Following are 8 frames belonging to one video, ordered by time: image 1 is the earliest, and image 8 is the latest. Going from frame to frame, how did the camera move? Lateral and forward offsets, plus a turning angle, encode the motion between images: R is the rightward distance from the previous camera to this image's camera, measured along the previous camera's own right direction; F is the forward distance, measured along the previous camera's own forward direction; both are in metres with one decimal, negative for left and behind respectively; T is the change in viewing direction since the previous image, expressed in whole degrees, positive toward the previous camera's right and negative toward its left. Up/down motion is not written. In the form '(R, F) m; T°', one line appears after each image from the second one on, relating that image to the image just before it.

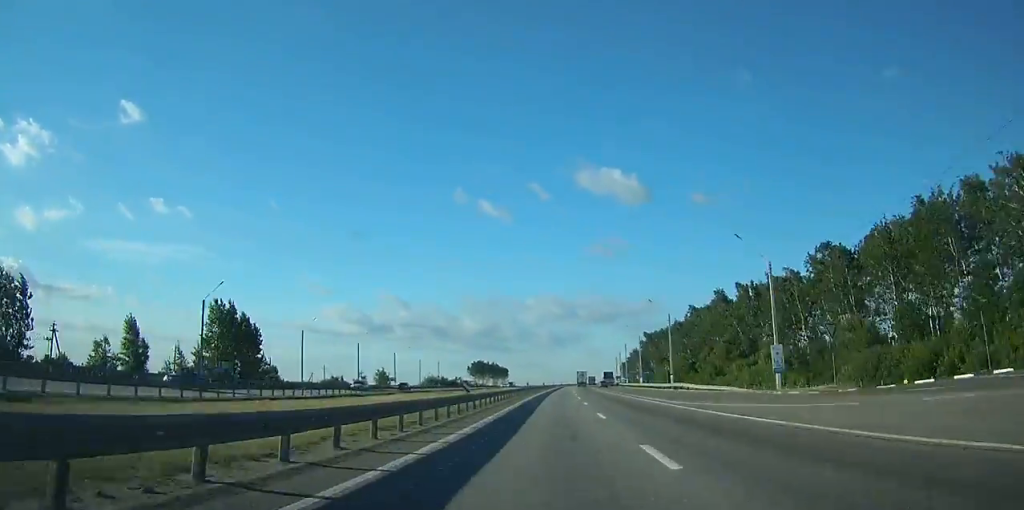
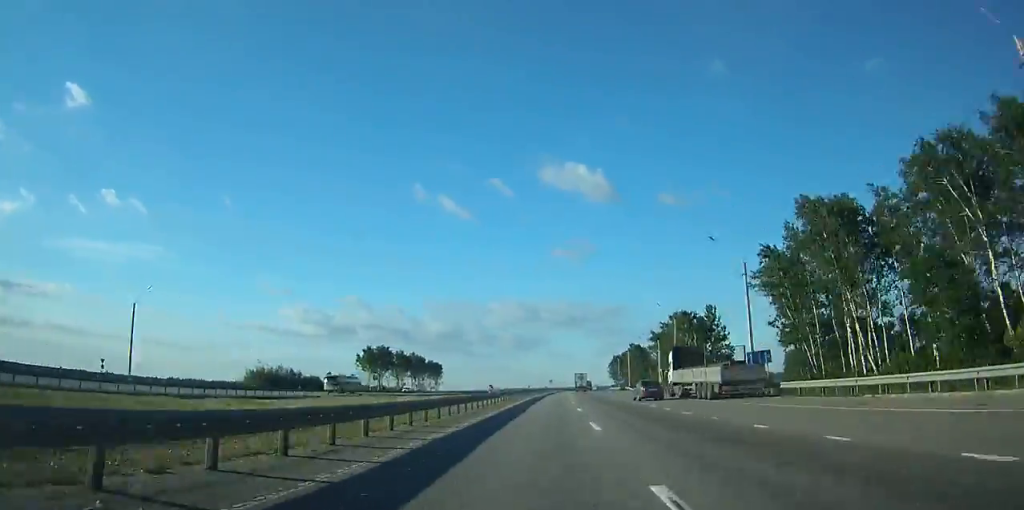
(+3.9, +144.5) m; +3°
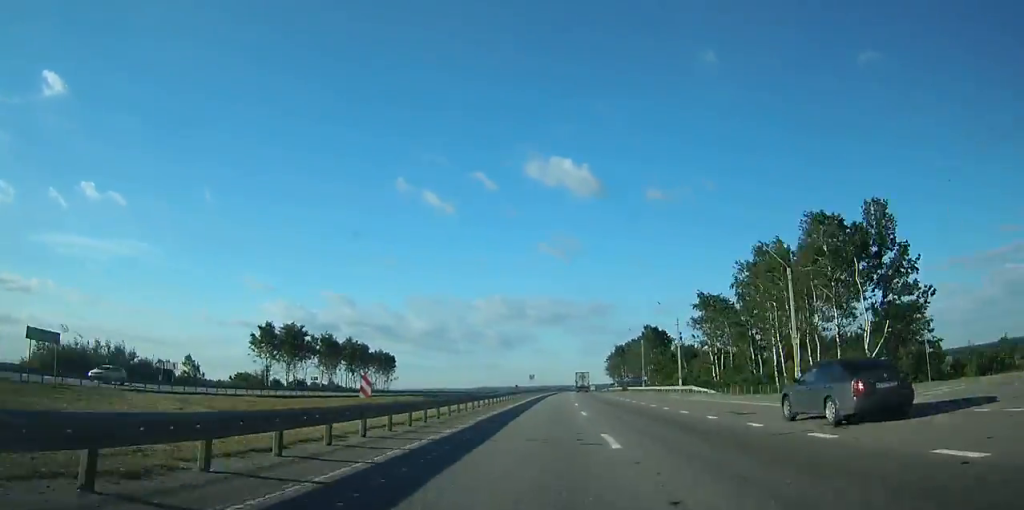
(+0.9, +68.7) m; +1°
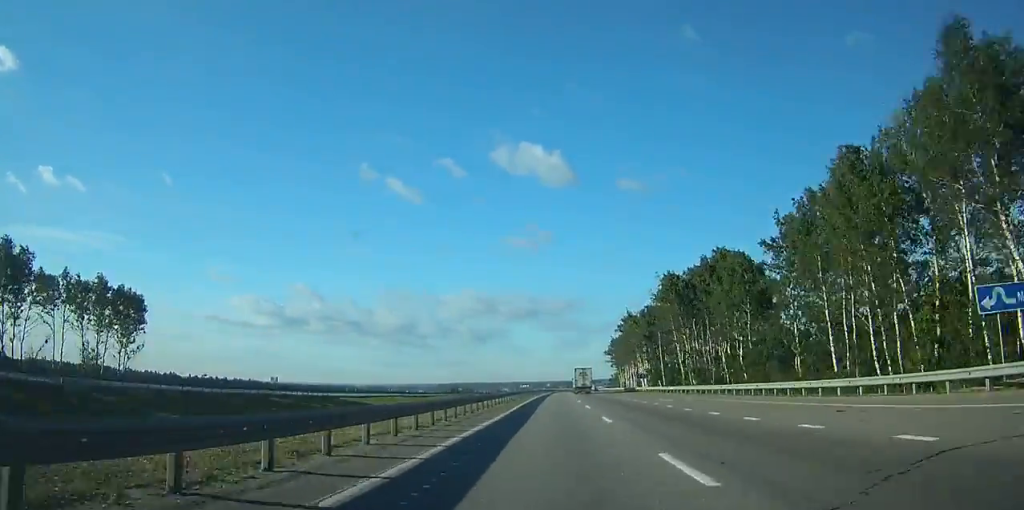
(+3.6, +147.5) m; +3°
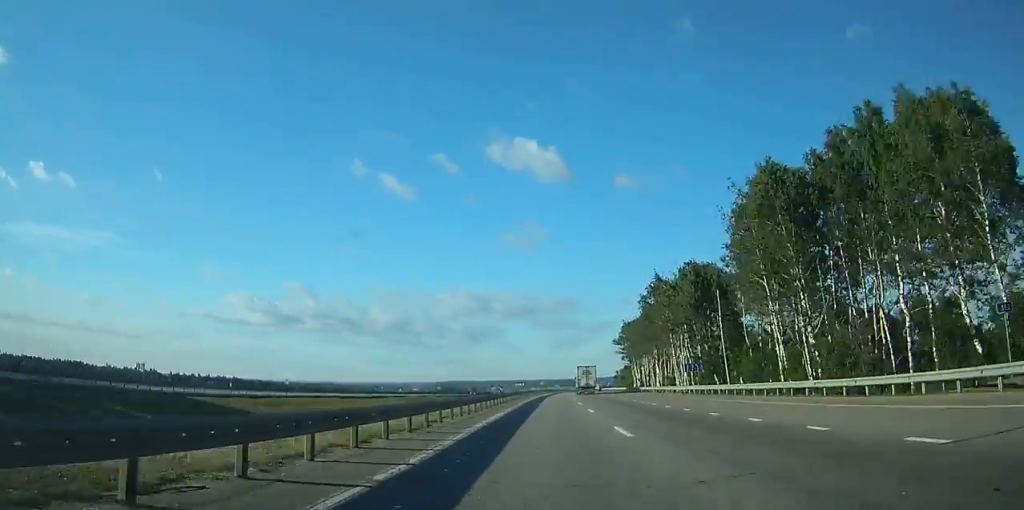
(+0.2, +46.6) m; +1°
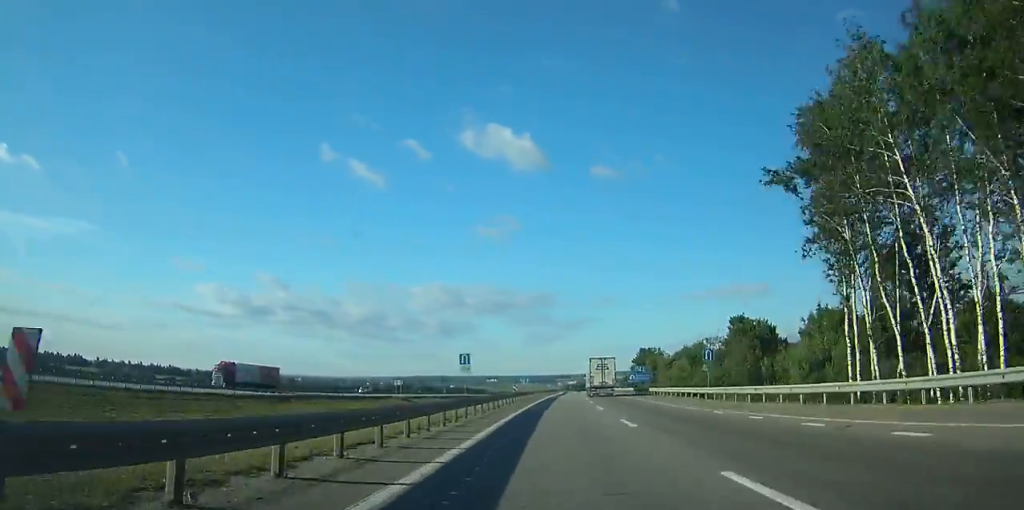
(+2.2, +125.7) m; +3°
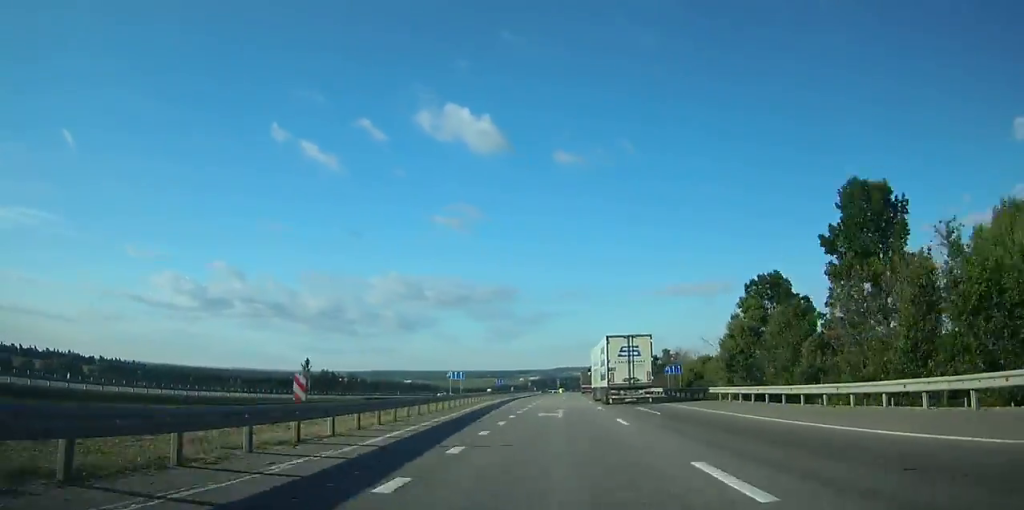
(+5.3, +142.3) m; +4°
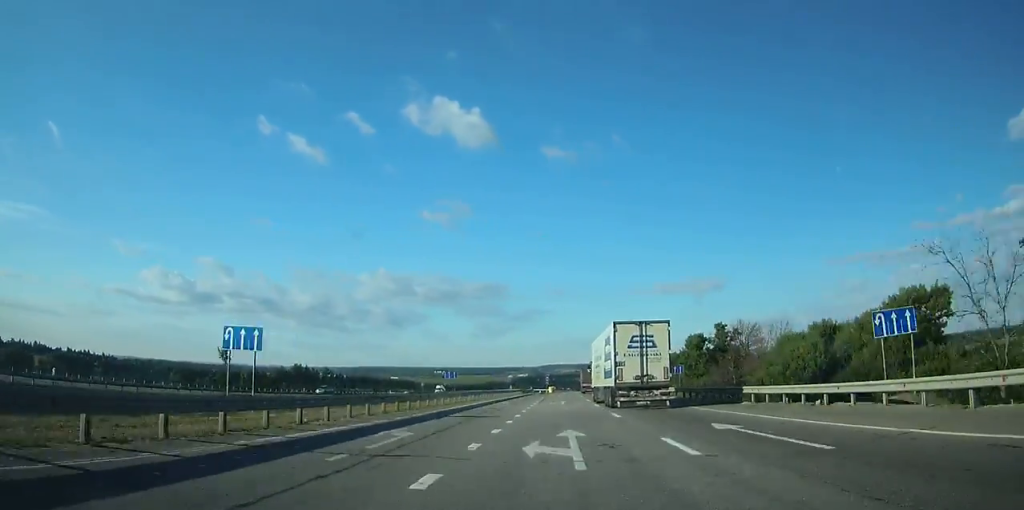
(+0.2, +43.2) m; +1°
